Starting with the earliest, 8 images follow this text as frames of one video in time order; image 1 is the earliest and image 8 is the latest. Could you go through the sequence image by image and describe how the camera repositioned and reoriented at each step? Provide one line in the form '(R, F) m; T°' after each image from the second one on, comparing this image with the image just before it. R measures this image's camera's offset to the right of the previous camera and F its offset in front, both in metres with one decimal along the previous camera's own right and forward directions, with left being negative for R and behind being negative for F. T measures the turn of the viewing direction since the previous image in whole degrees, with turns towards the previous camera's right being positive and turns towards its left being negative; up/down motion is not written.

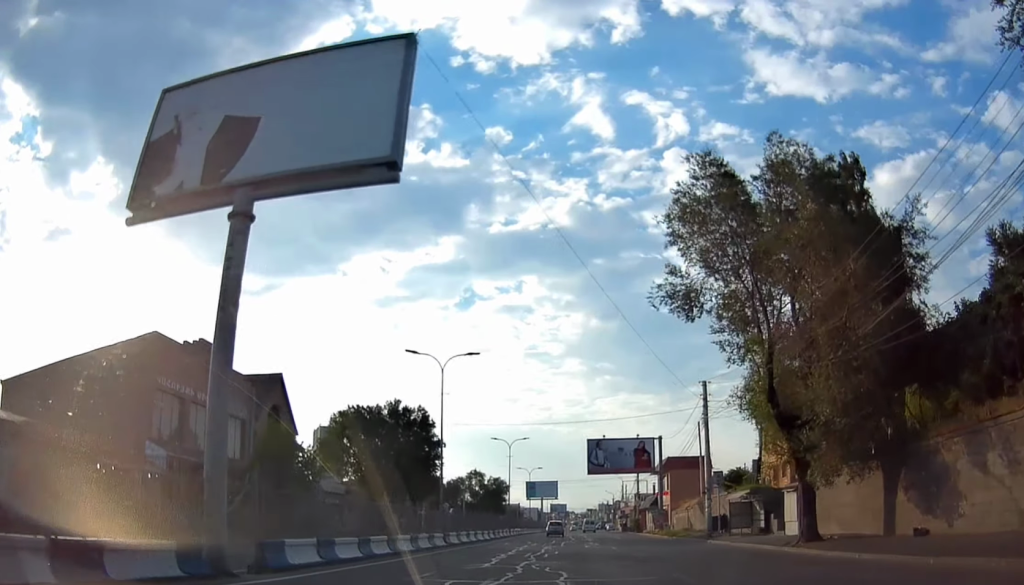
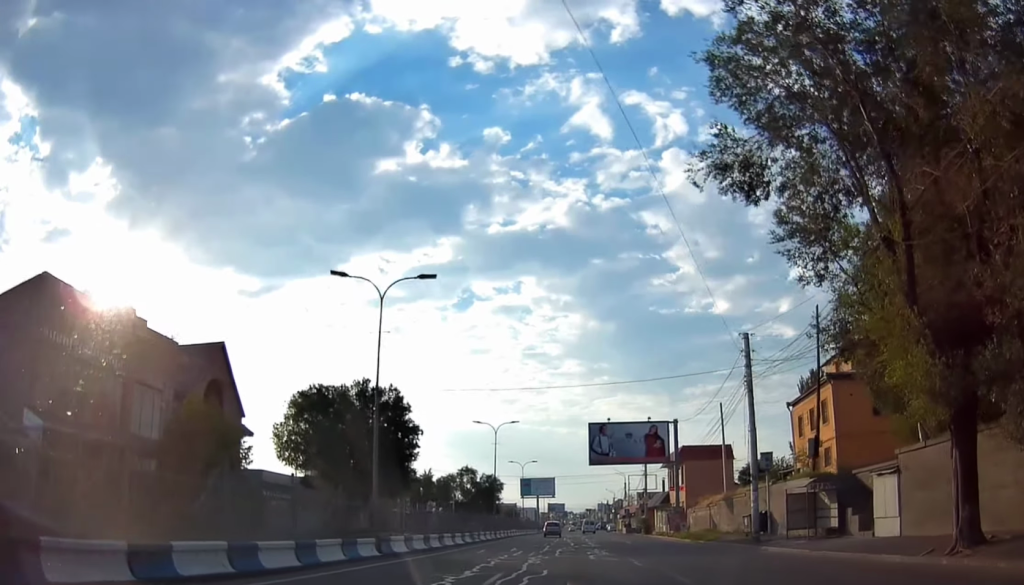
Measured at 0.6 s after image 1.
(-0.1, +10.5) m; 0°
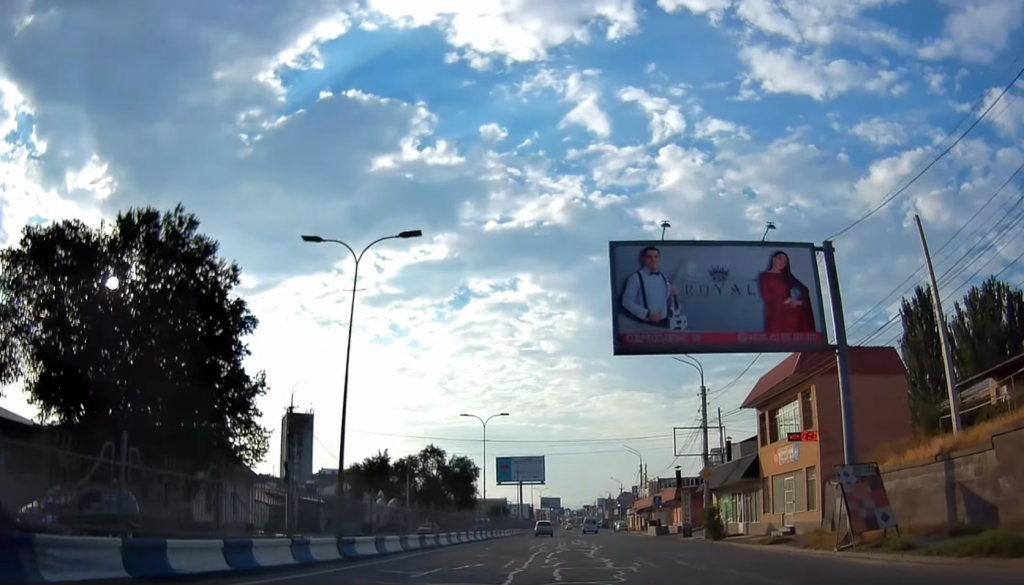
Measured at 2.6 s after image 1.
(+0.8, +34.2) m; +2°
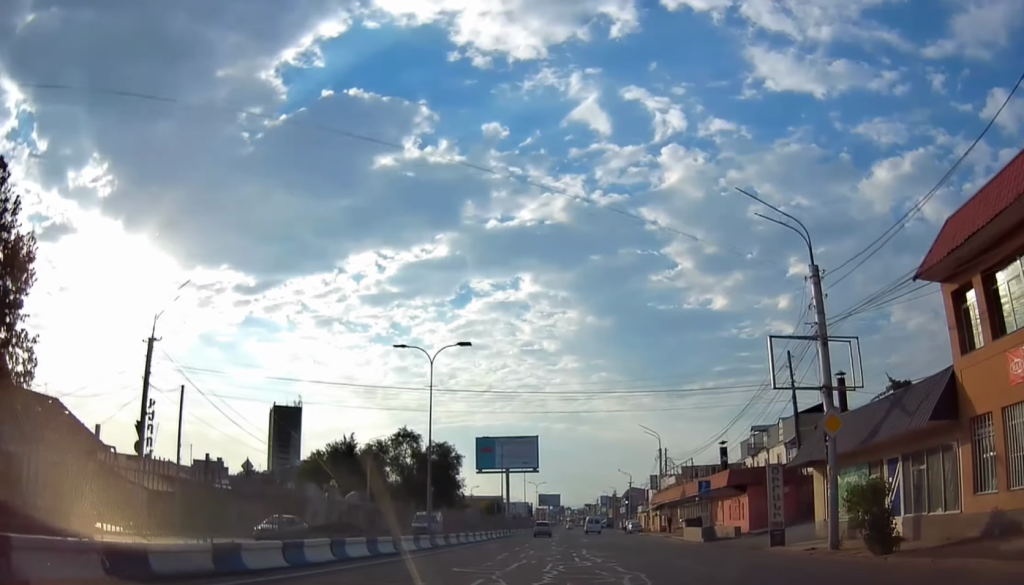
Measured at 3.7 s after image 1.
(0.0, +19.3) m; 0°
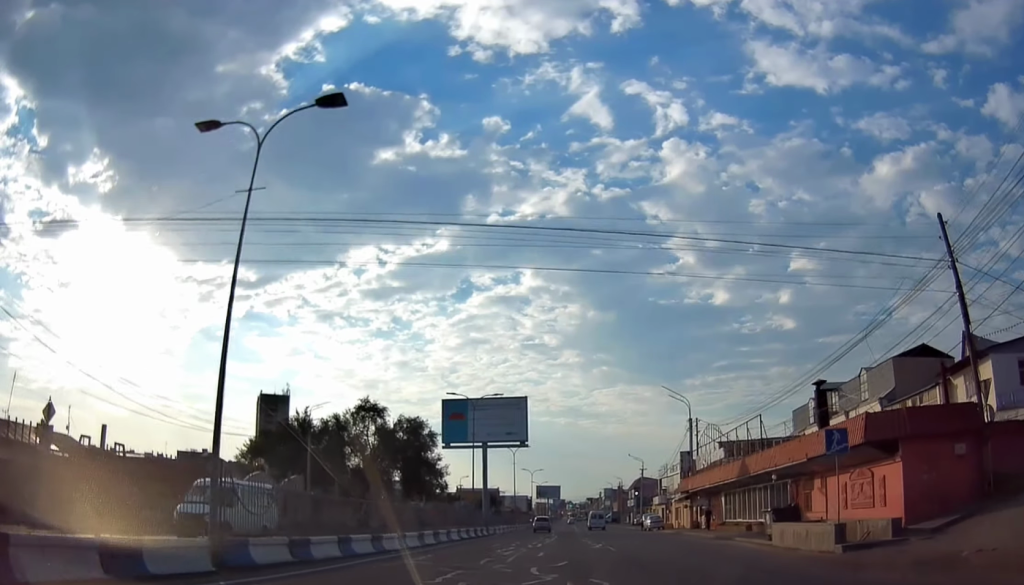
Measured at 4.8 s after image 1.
(0.0, +18.5) m; 0°
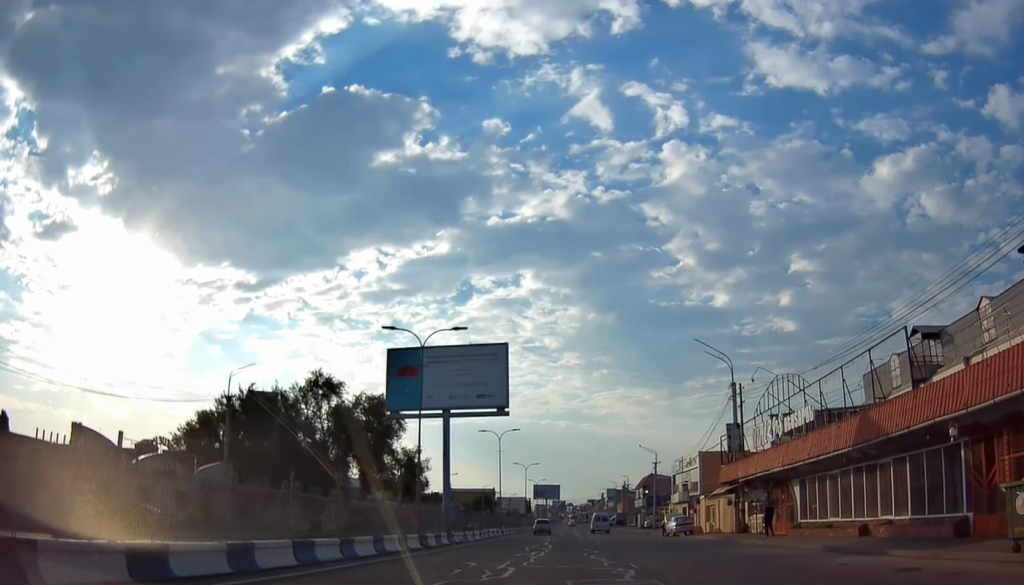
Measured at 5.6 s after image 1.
(0.0, +15.3) m; 0°
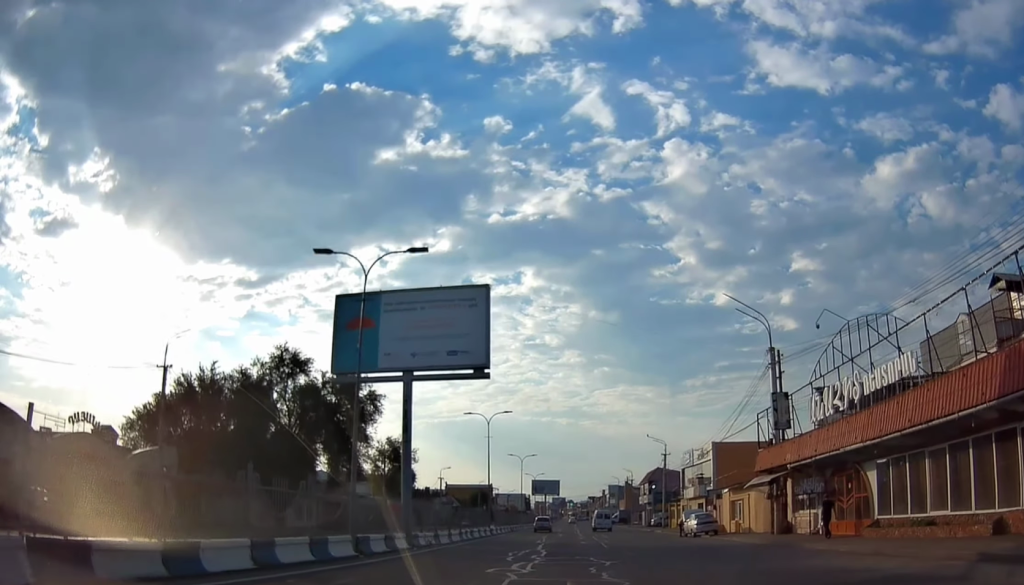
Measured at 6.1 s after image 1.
(0.0, +8.3) m; 0°
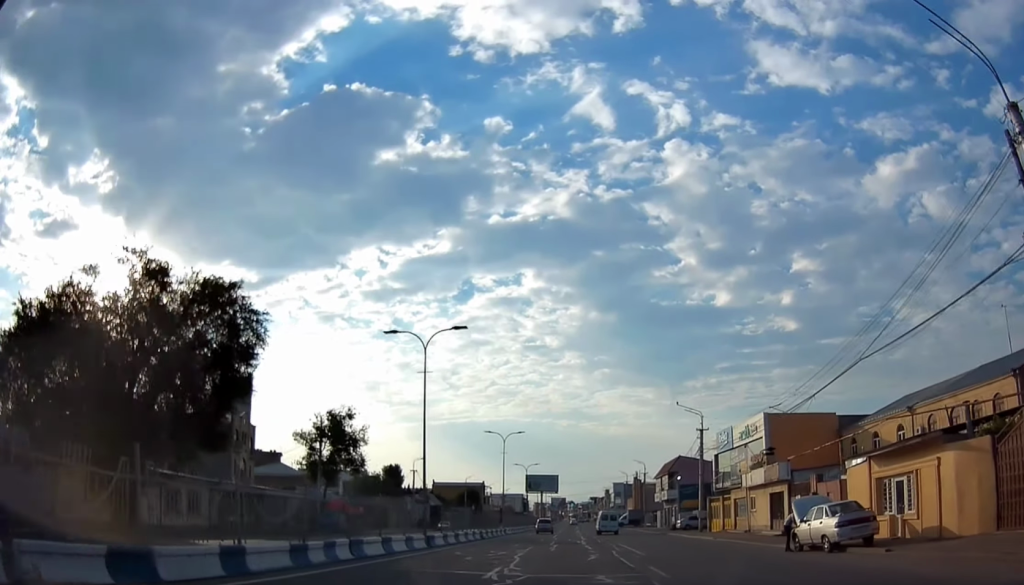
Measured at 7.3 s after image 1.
(0.0, +22.2) m; -1°
